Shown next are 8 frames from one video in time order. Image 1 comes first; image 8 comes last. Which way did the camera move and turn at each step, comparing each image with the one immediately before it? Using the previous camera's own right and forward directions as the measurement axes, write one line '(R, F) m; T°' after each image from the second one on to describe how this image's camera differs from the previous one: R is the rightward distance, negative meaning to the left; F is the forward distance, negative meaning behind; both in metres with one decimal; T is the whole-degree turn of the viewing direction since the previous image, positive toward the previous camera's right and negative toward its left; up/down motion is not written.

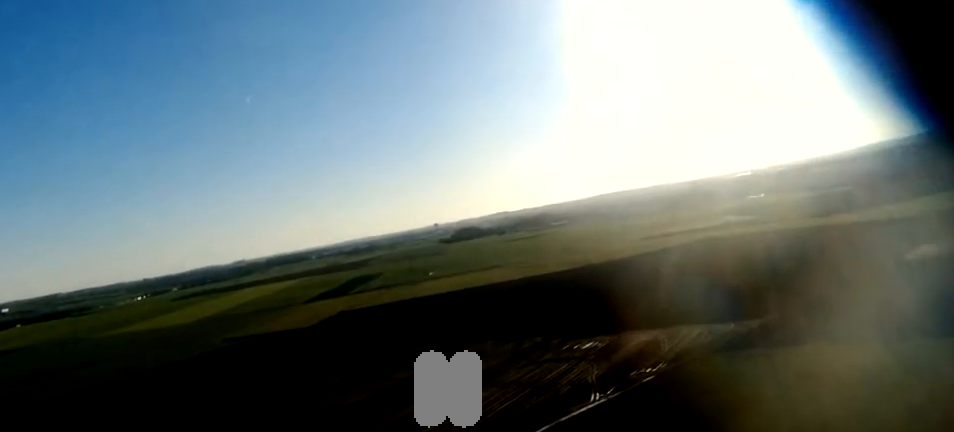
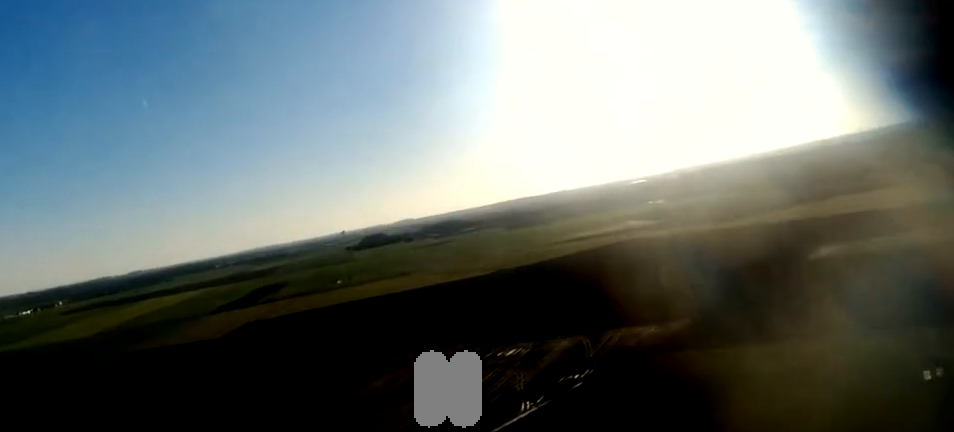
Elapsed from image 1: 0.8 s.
(+1.6, +15.3) m; +8°
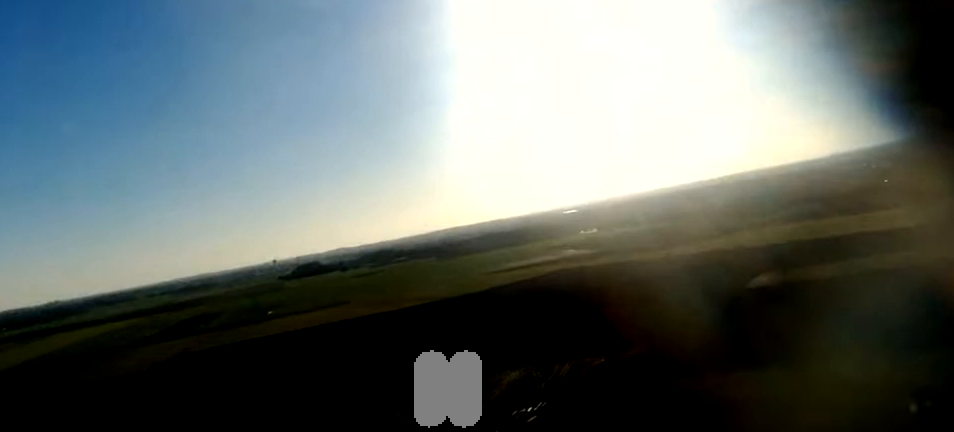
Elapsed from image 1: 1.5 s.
(+0.9, +14.7) m; +4°
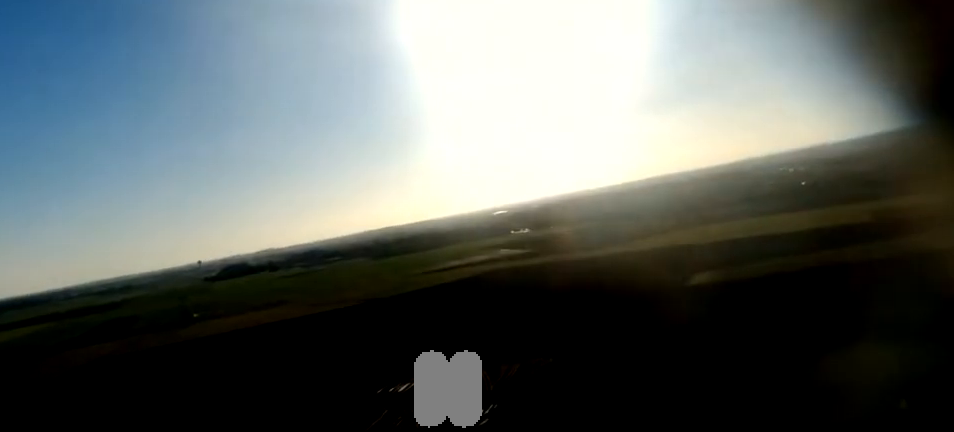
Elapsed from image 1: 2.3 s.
(+0.4, +16.1) m; +4°
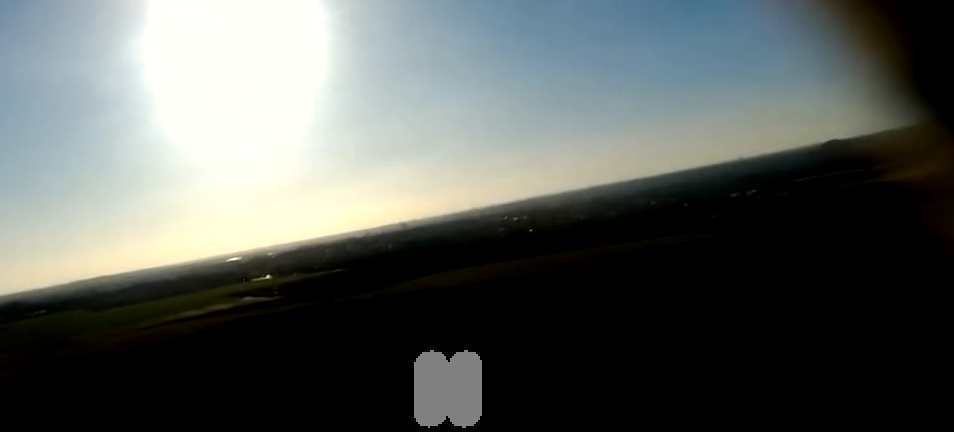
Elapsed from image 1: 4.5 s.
(+7.3, +38.6) m; +19°
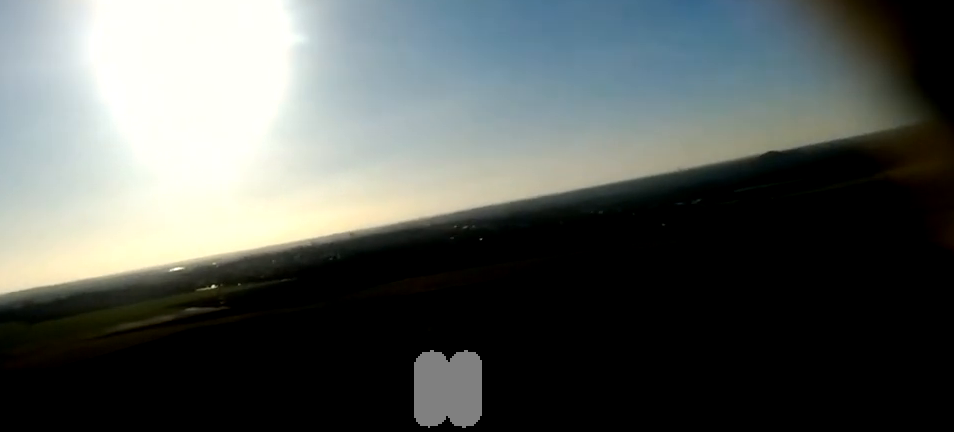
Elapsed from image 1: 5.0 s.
(+0.1, +11.0) m; 0°
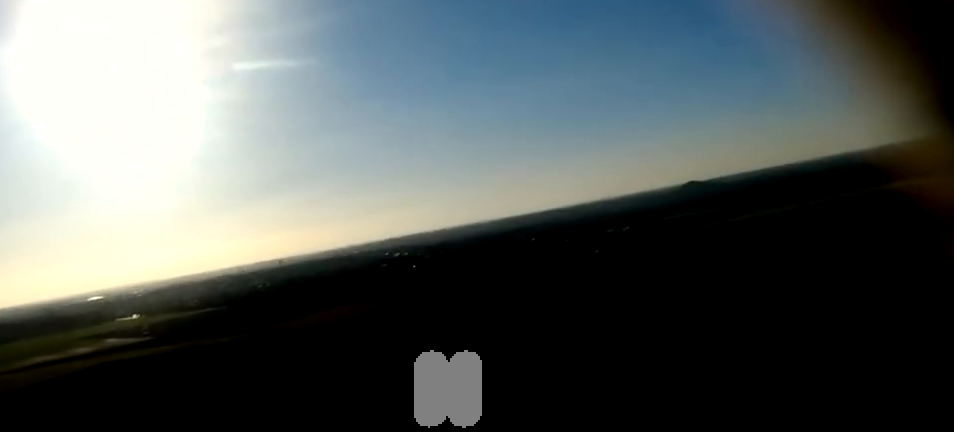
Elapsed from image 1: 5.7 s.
(0.0, +12.2) m; +4°
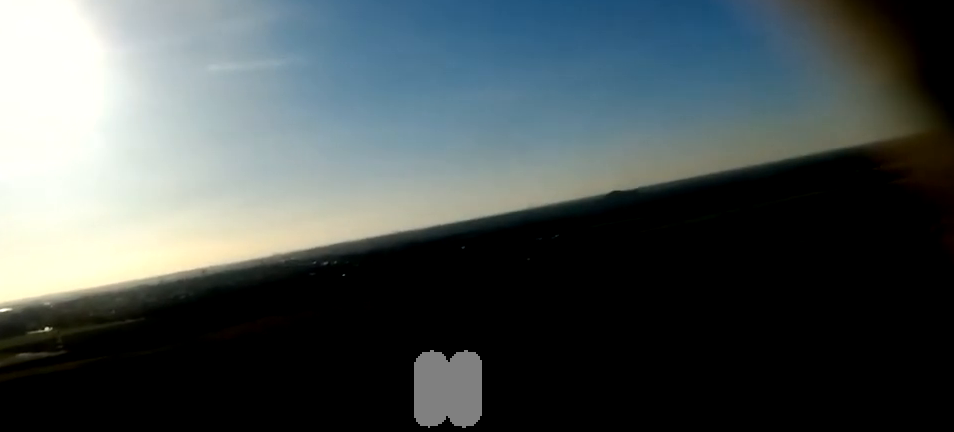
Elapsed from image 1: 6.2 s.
(-0.1, +11.1) m; +5°
